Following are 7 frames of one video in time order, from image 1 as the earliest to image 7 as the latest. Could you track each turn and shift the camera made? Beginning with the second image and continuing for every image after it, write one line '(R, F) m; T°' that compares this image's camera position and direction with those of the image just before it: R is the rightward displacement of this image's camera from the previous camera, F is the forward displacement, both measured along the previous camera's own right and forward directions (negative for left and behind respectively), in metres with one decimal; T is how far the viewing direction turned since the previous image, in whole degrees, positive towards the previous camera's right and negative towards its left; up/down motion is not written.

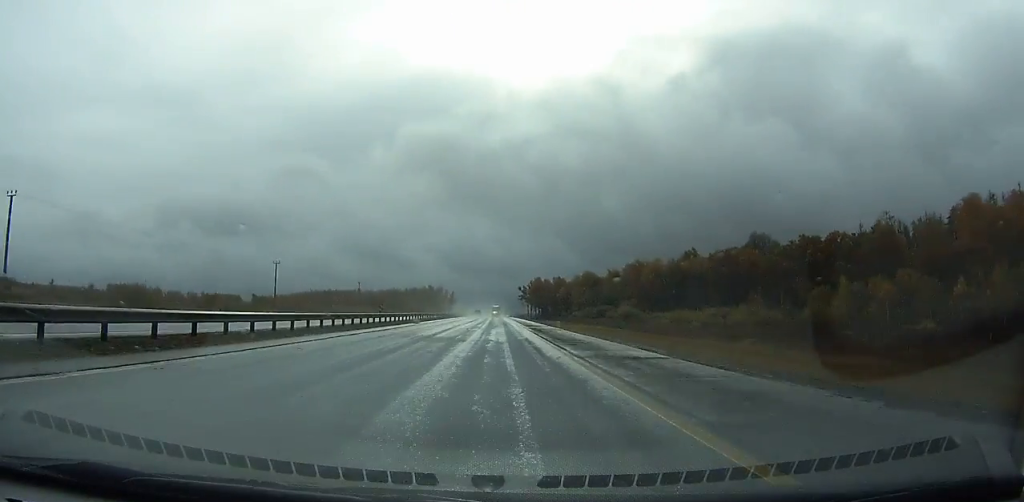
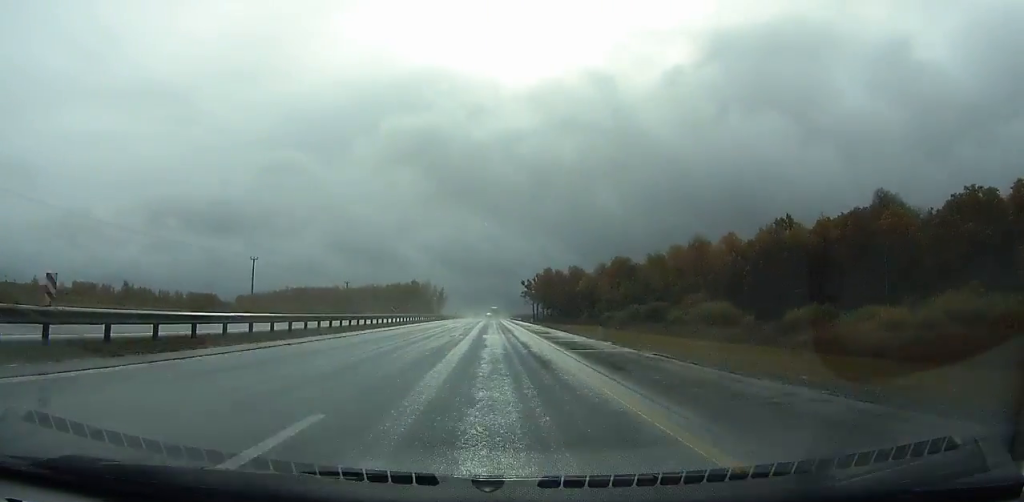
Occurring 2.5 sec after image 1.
(+0.2, +69.5) m; 0°
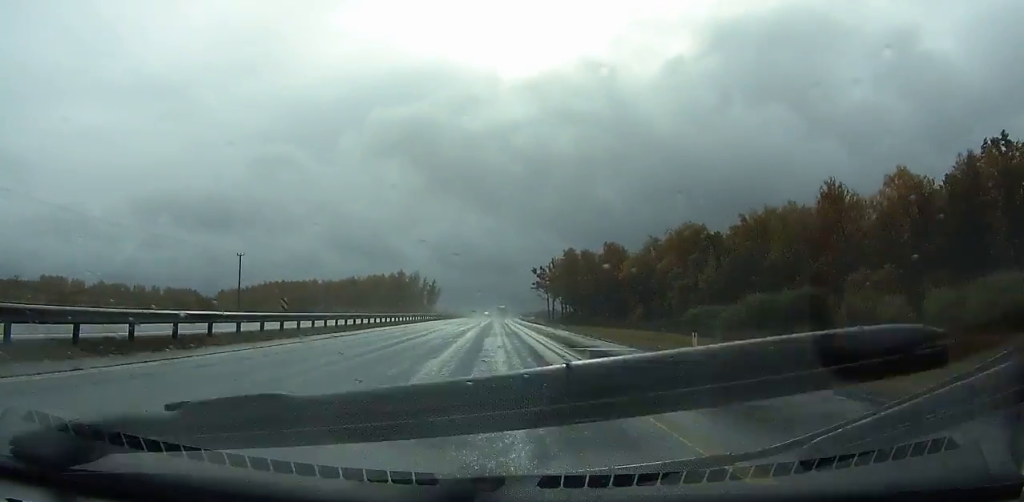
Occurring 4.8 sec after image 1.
(+0.1, +64.7) m; 0°
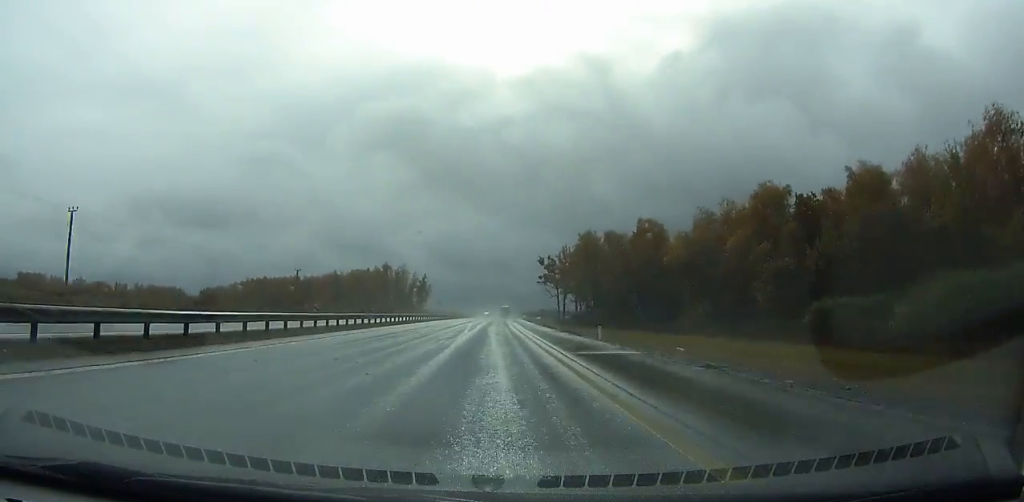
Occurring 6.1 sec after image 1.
(0.0, +36.8) m; 0°
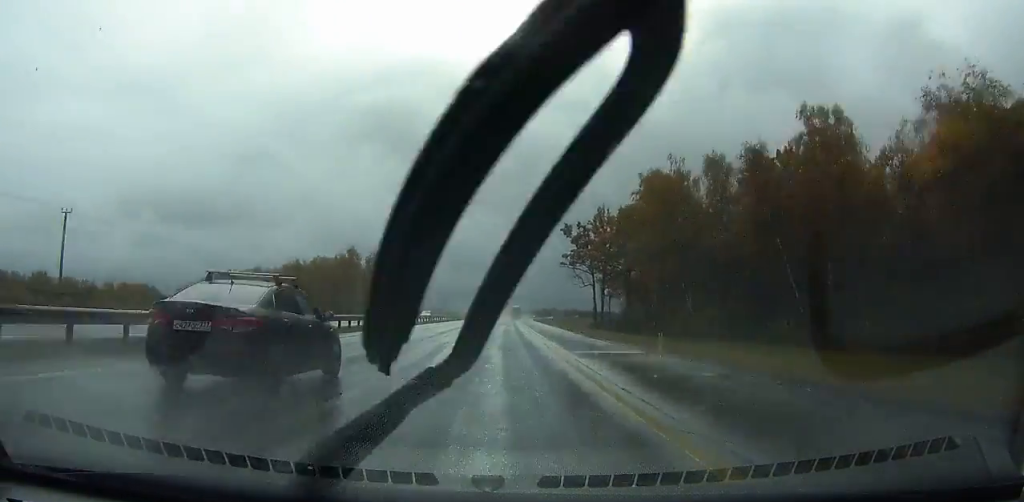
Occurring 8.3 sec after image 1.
(+0.1, +62.9) m; +1°
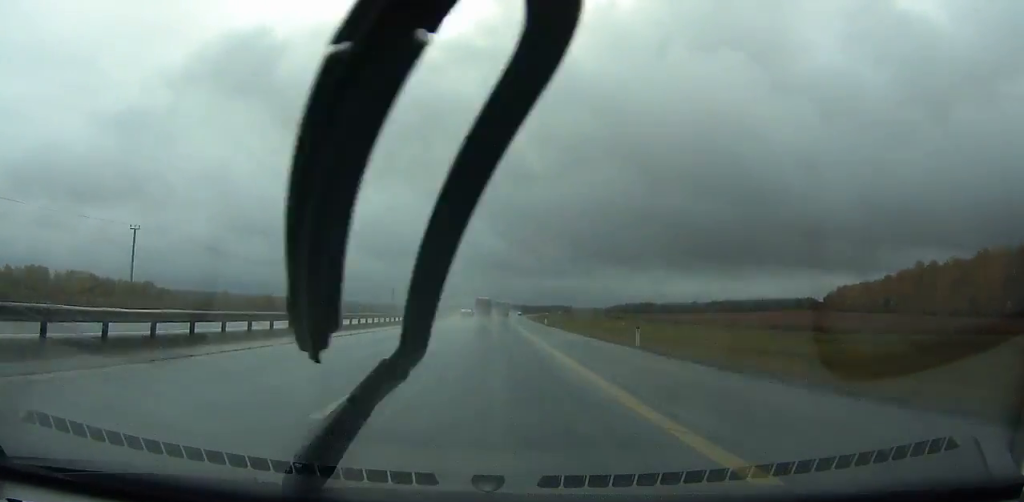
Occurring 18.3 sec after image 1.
(+12.2, +289.2) m; +5°
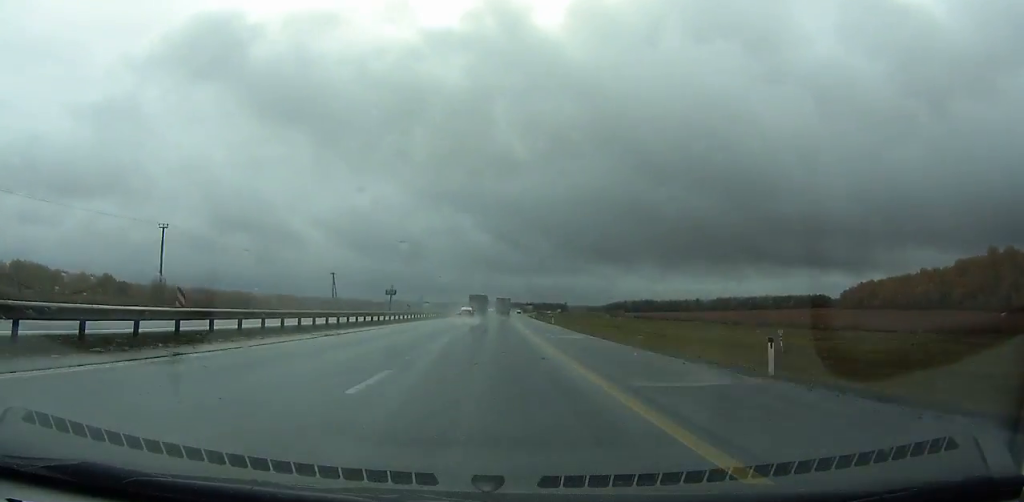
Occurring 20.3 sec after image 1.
(+0.6, +57.2) m; +1°
